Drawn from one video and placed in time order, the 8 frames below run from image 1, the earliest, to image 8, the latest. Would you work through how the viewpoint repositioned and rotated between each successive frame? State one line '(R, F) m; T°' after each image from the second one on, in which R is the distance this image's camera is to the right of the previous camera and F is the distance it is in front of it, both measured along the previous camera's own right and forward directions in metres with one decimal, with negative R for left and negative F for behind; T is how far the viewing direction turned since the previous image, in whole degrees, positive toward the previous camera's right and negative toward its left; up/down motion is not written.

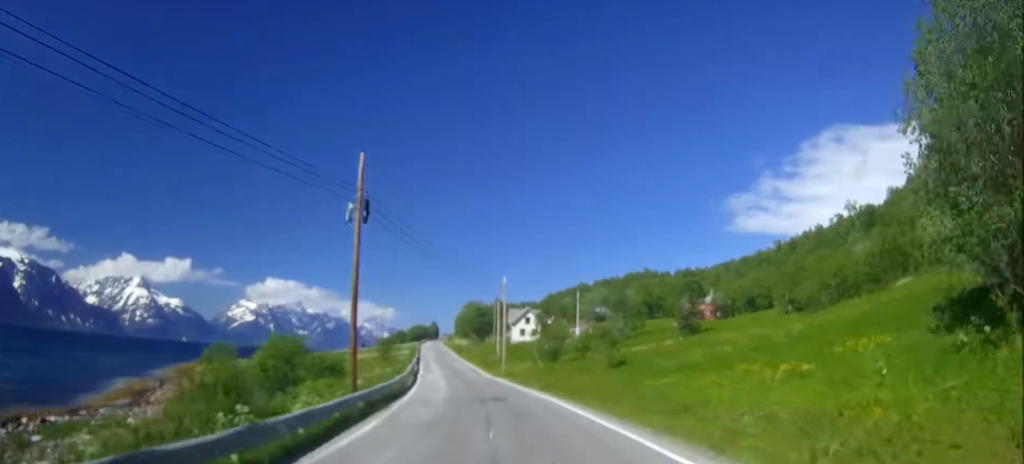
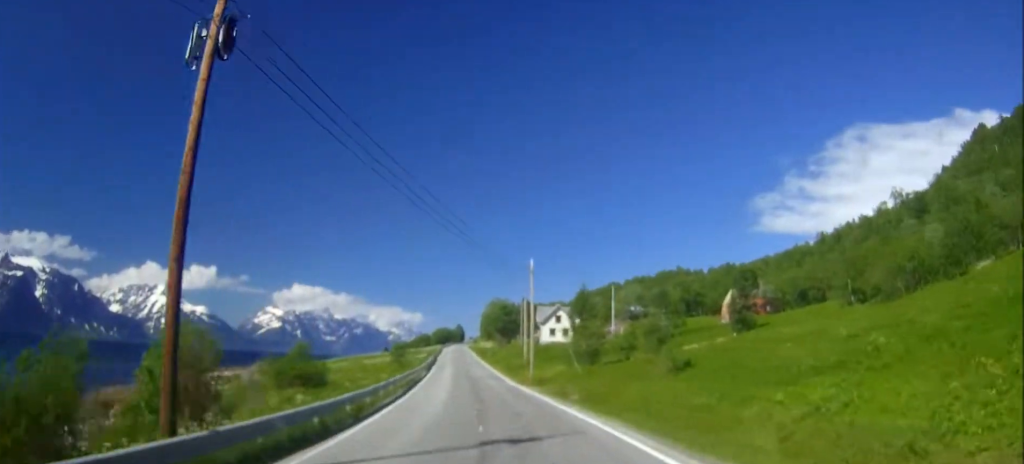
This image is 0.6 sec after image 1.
(-0.1, +14.1) m; -2°
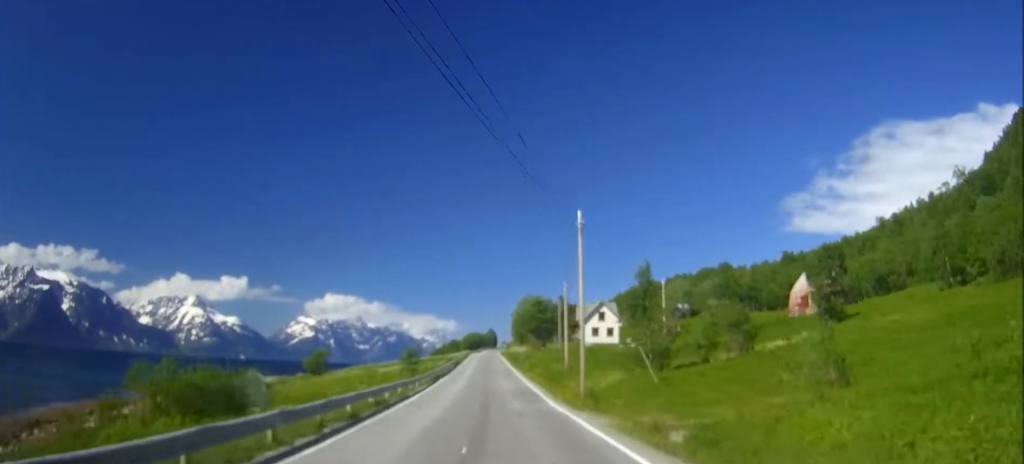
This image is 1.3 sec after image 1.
(-0.6, +19.0) m; -2°
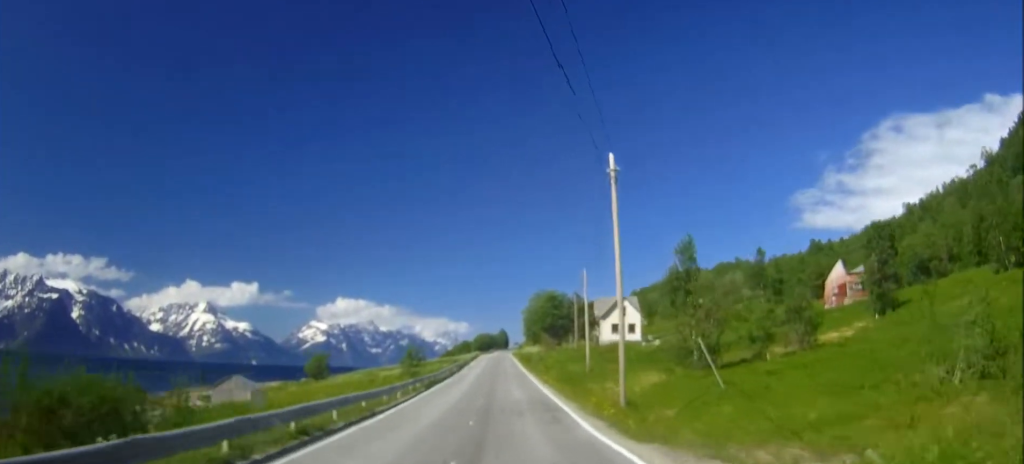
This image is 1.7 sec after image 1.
(-0.1, +9.9) m; -1°
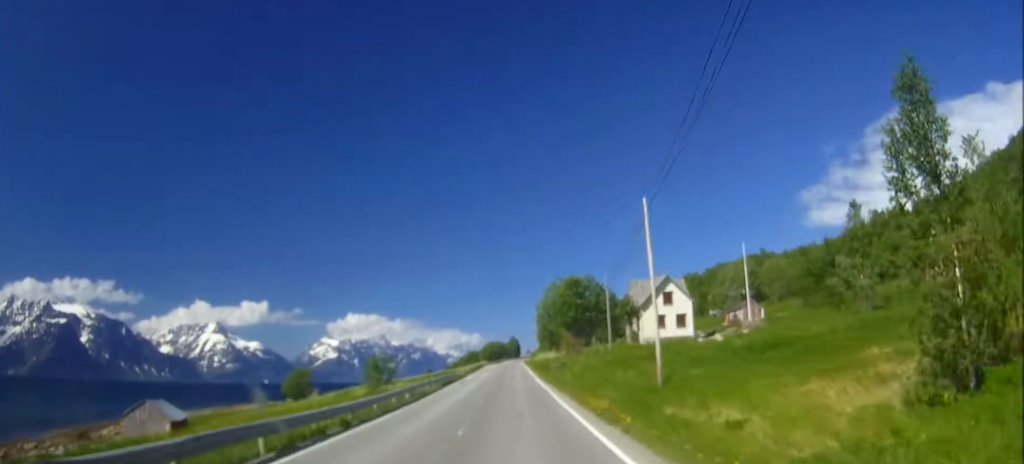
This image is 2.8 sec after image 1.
(-0.5, +25.4) m; -2°
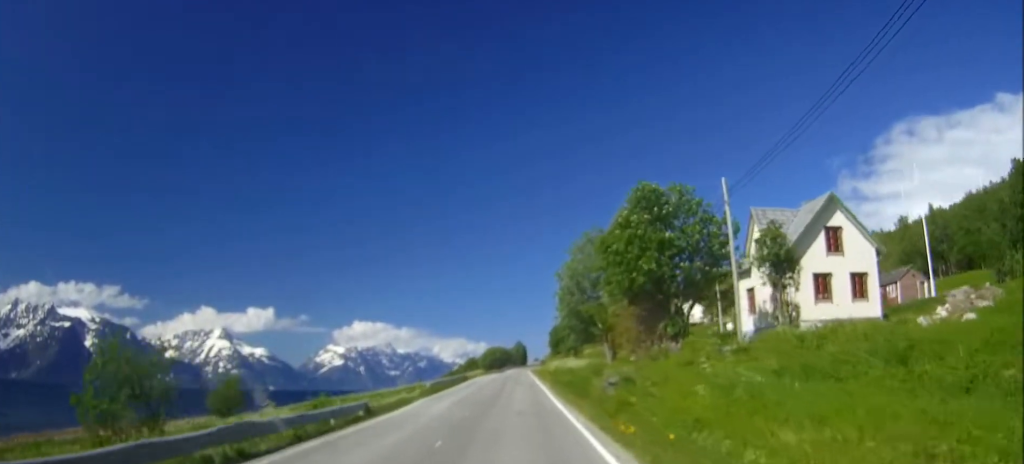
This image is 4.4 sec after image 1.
(-0.3, +39.9) m; 0°
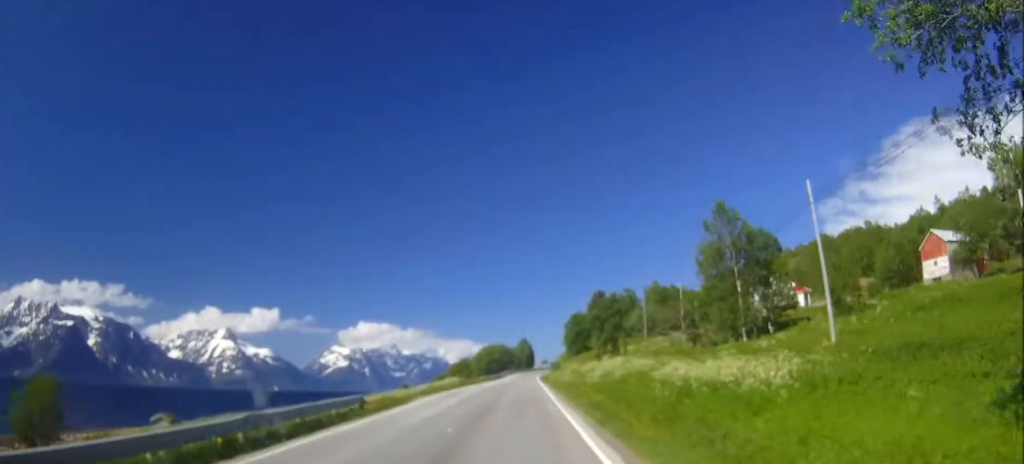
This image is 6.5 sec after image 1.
(0.0, +50.7) m; 0°
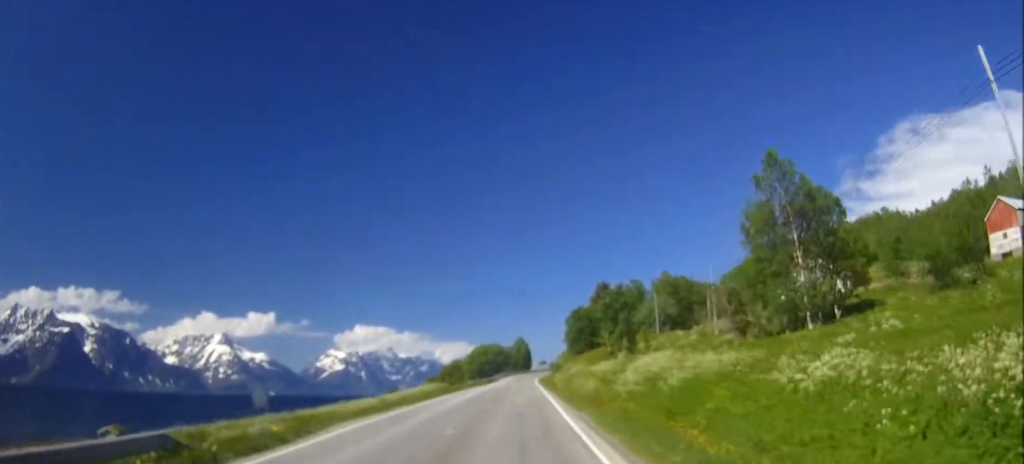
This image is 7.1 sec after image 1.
(0.0, +15.2) m; 0°
